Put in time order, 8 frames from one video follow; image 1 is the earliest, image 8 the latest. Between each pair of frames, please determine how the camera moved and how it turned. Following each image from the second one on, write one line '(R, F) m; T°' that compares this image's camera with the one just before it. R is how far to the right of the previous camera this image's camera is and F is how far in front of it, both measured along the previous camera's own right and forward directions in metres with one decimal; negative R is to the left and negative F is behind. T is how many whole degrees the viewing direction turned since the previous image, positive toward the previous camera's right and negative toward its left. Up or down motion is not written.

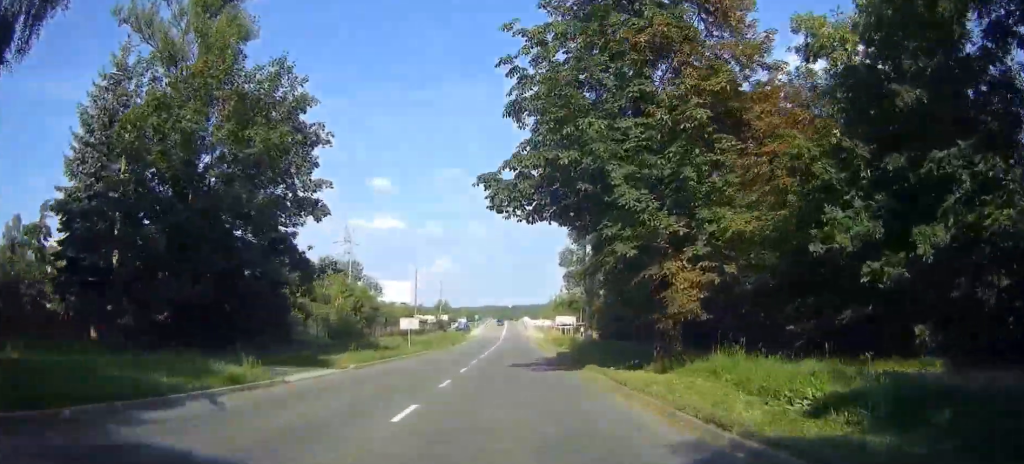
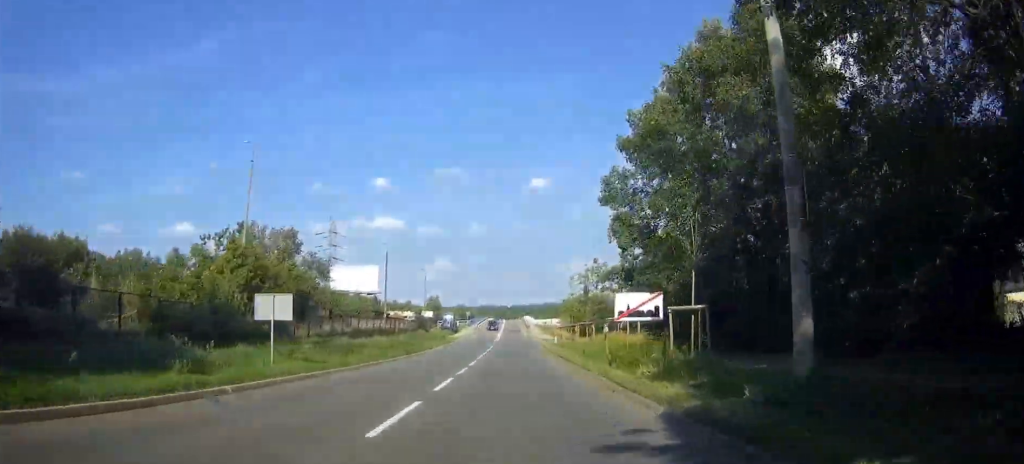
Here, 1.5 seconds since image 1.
(-0.1, +24.7) m; 0°
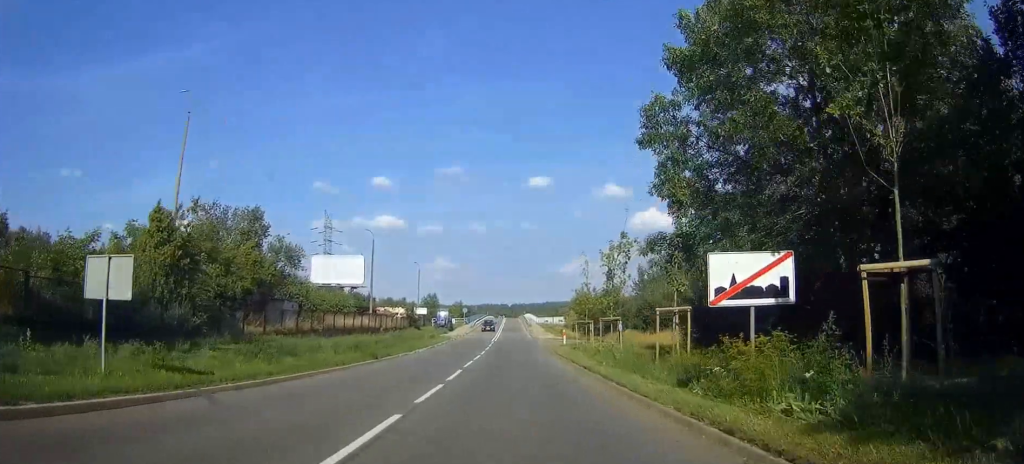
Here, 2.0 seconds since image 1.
(0.0, +8.5) m; 0°
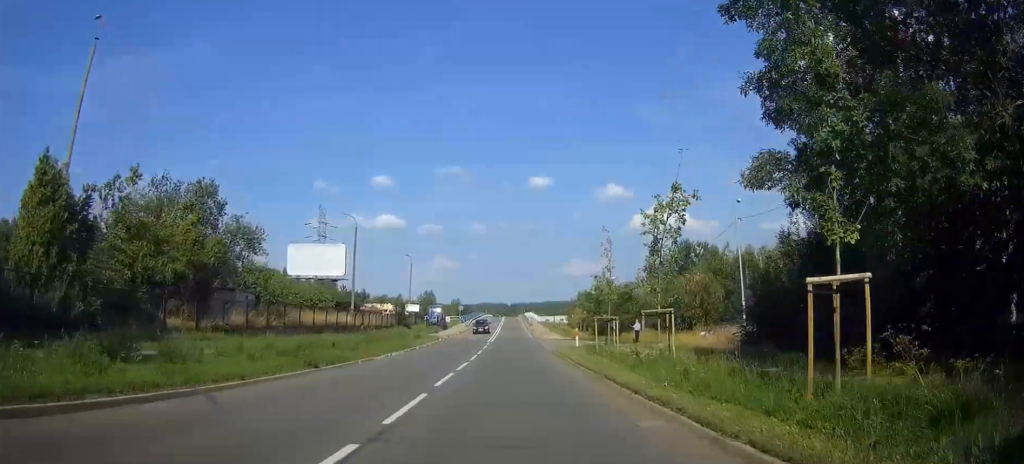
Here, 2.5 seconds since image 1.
(0.0, +8.5) m; 0°
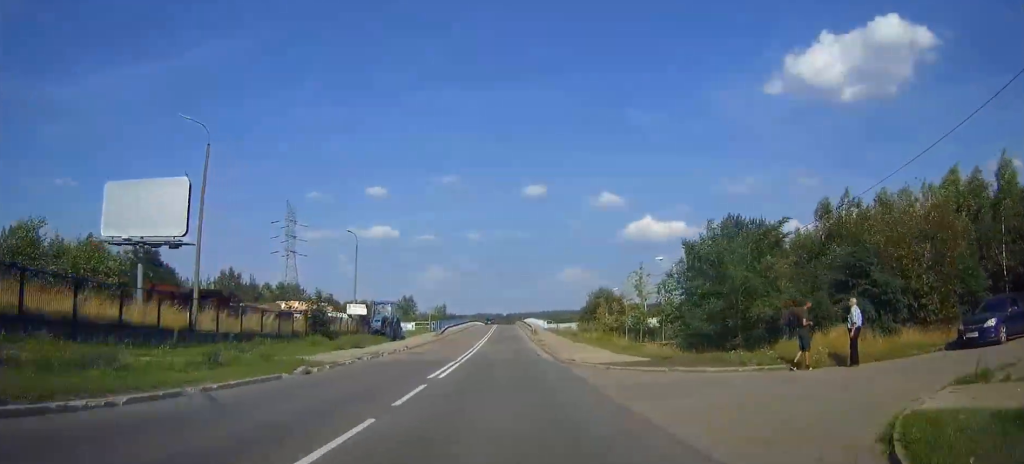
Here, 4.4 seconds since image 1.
(+0.2, +33.7) m; +1°
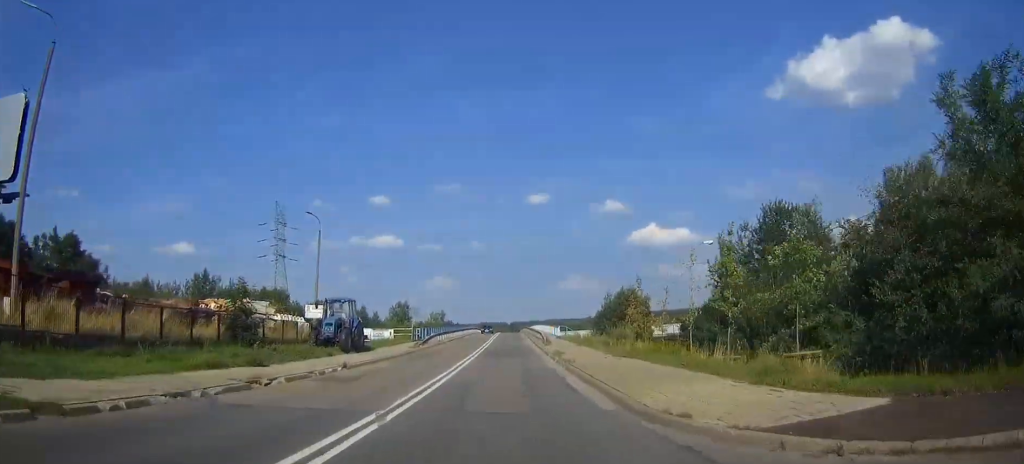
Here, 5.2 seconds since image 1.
(0.0, +15.0) m; 0°
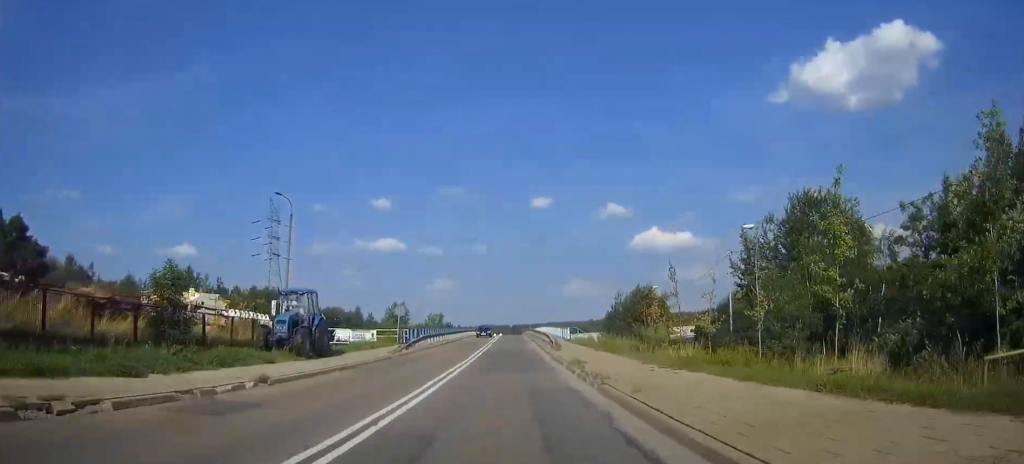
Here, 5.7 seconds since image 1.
(0.0, +7.9) m; 0°
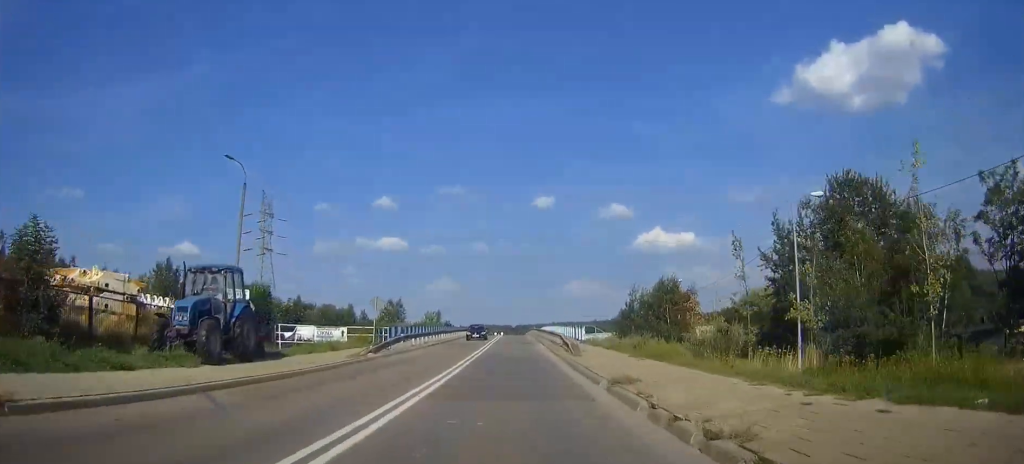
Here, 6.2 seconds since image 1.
(0.0, +9.2) m; 0°
